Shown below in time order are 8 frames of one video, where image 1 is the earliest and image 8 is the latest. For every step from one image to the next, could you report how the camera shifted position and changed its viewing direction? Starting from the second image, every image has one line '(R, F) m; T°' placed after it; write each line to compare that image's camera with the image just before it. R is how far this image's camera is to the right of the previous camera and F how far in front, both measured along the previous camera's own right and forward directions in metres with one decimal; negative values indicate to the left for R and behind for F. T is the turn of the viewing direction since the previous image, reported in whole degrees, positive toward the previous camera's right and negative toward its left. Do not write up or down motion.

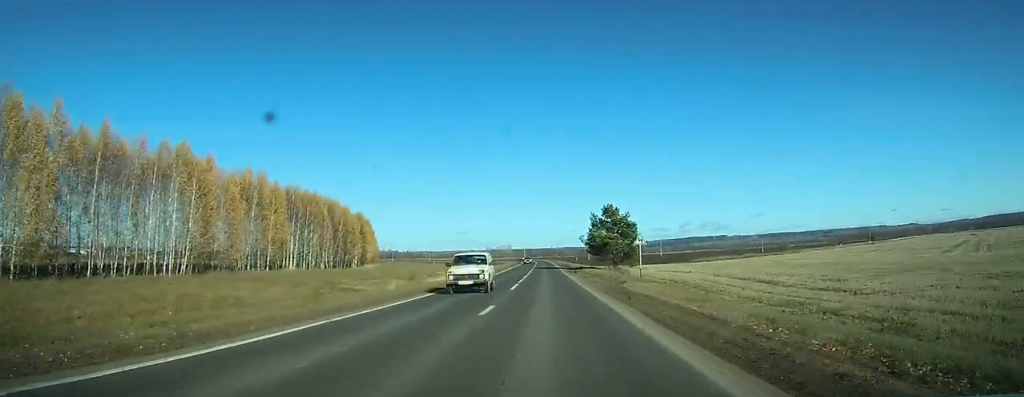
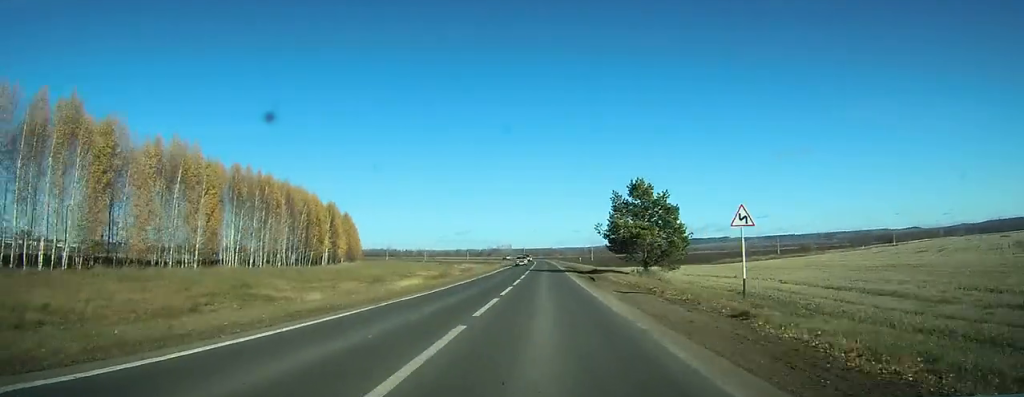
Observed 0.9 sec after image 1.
(0.0, +19.2) m; -1°
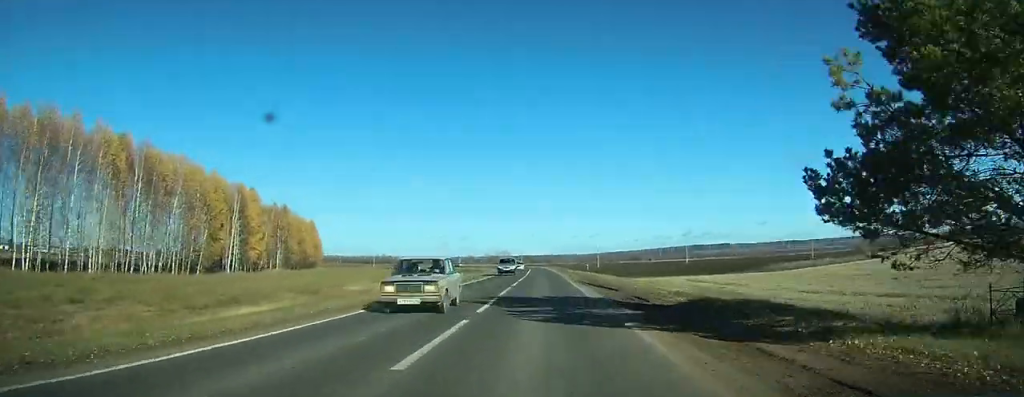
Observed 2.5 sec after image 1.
(-0.4, +36.4) m; -1°
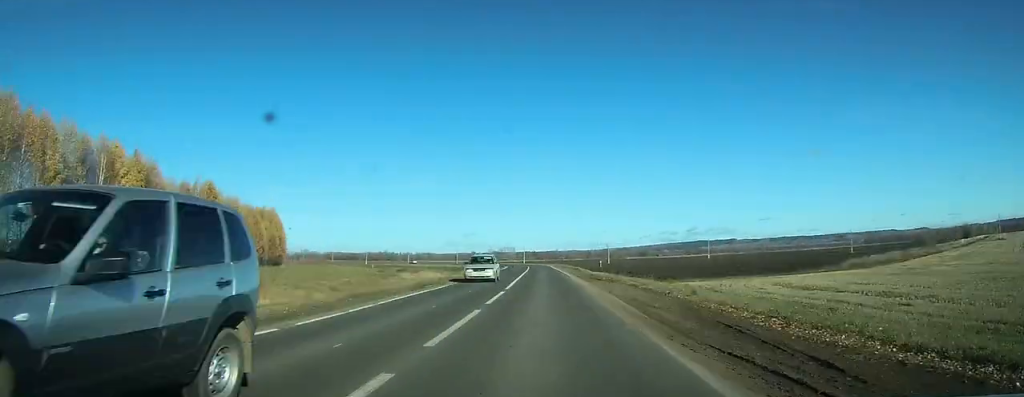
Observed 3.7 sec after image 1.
(-0.3, +29.4) m; -1°
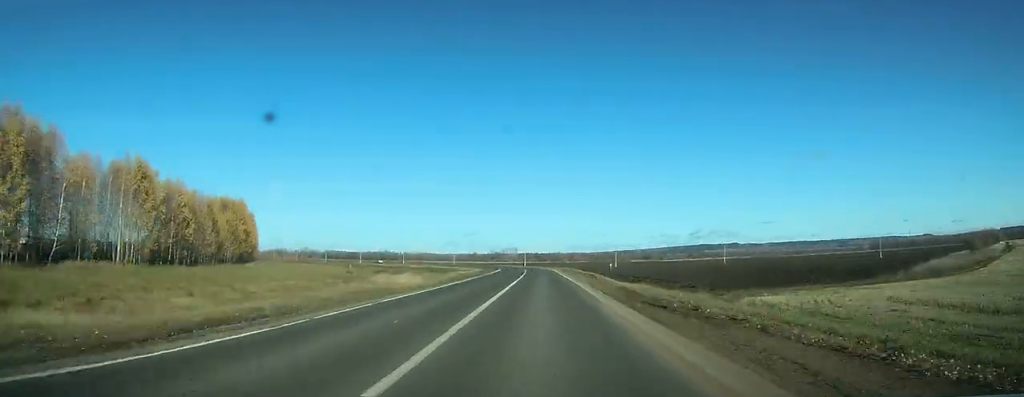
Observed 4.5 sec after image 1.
(0.0, +18.5) m; 0°
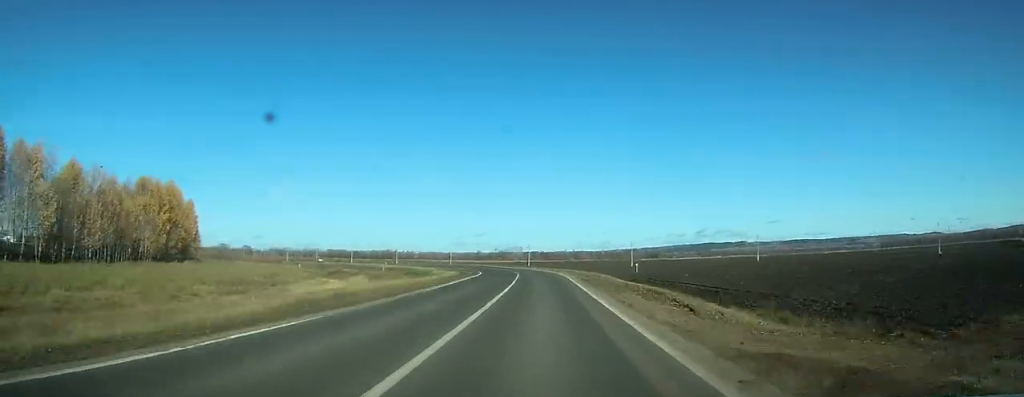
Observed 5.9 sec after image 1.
(-0.2, +30.7) m; -1°
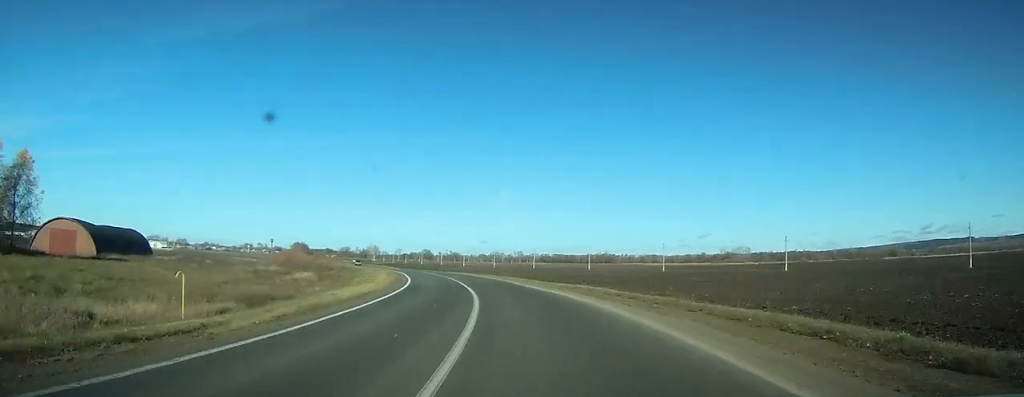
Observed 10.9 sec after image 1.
(-13.2, +107.2) m; -19°
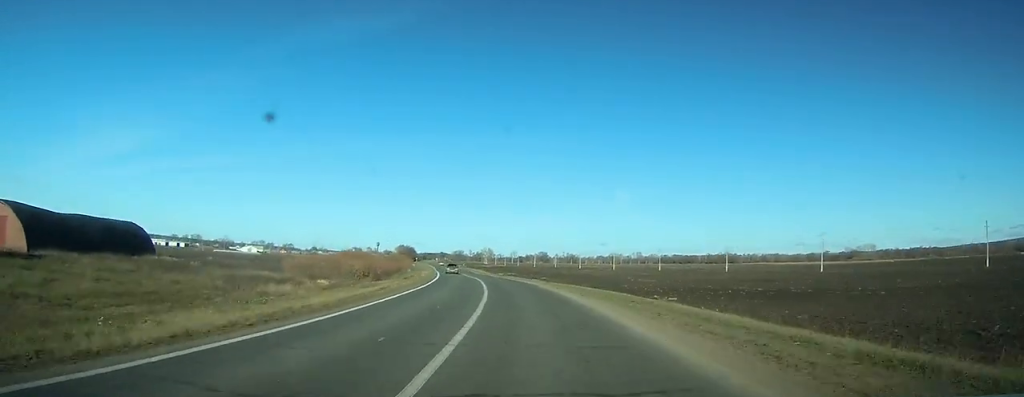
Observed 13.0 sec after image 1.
(-3.8, +36.6) m; -11°
